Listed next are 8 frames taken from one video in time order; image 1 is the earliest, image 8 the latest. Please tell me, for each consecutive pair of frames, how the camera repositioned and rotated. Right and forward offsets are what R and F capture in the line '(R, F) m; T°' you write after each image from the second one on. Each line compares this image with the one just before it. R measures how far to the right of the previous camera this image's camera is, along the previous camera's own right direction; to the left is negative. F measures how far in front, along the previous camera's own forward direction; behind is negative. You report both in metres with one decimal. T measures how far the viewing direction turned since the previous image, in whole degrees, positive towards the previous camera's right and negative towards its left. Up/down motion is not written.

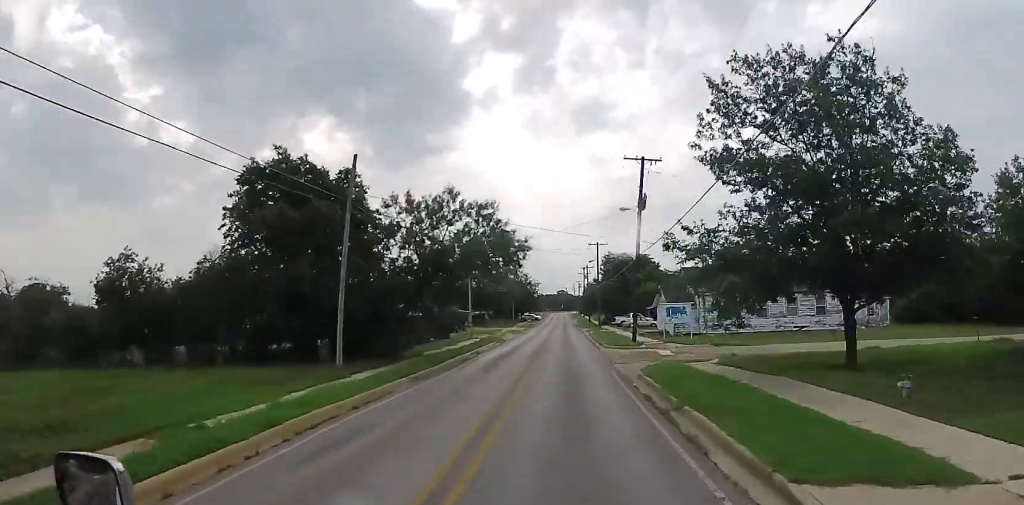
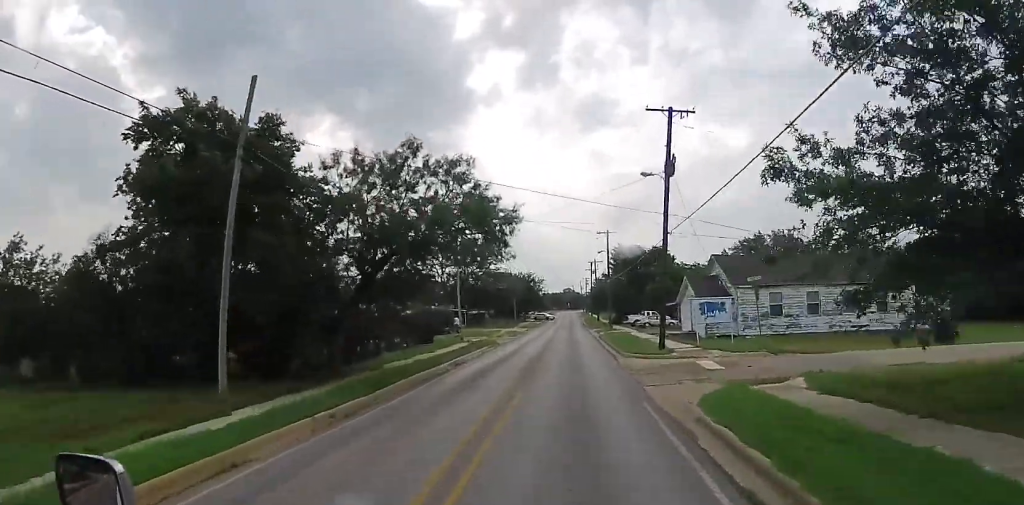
(-0.1, +9.9) m; +1°
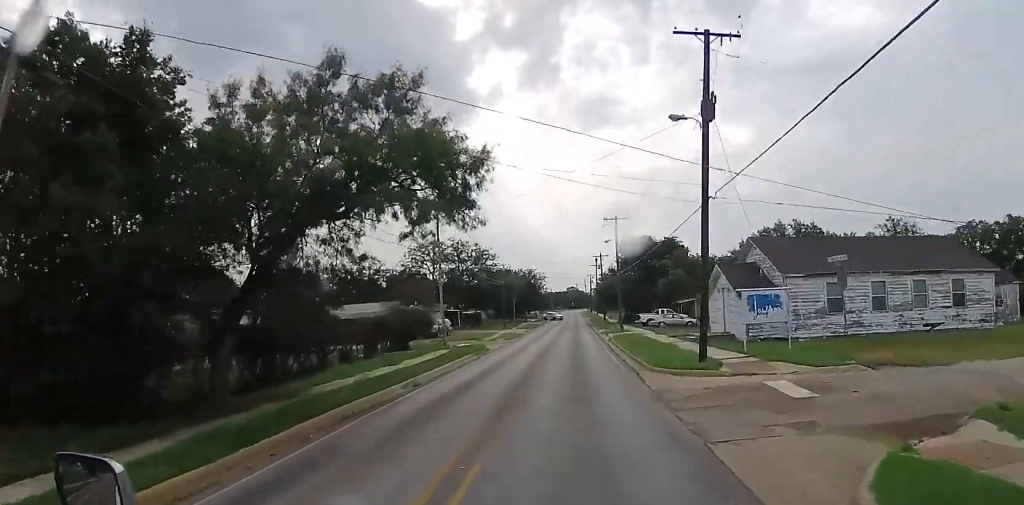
(+0.3, +9.0) m; 0°
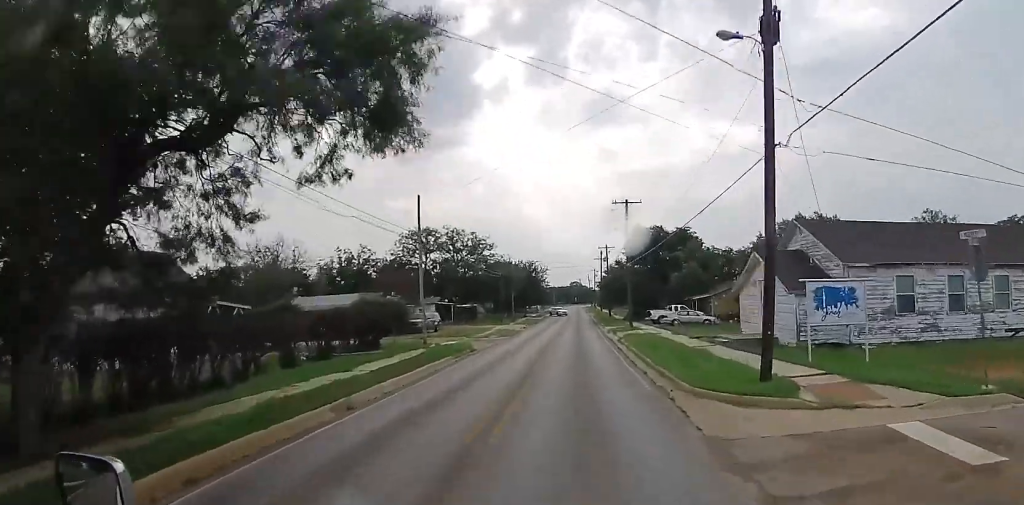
(+0.2, +7.1) m; 0°
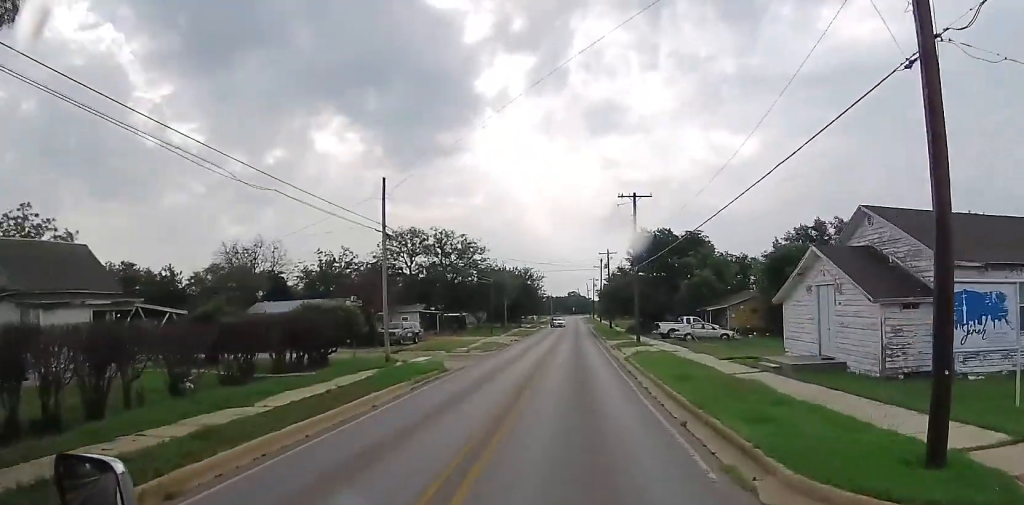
(-0.3, +7.5) m; -1°
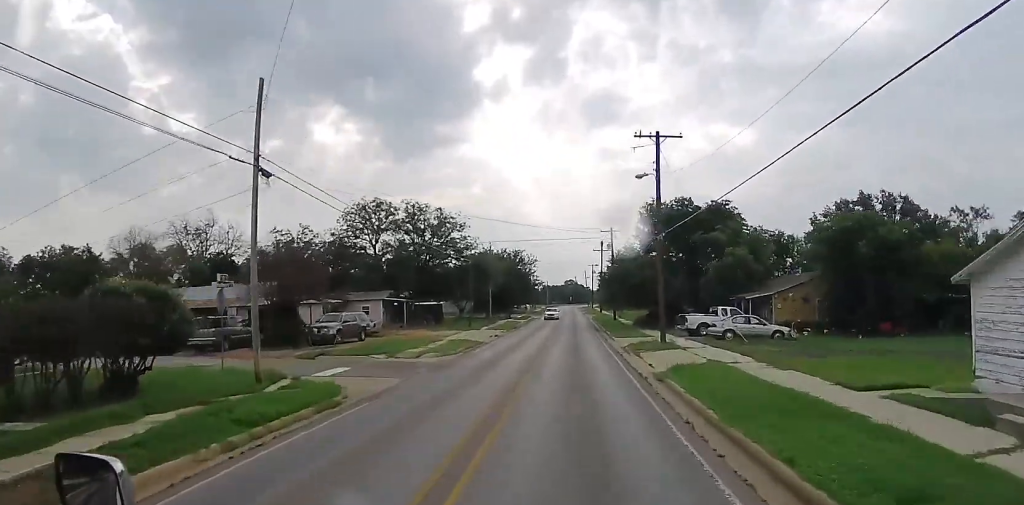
(-0.2, +13.7) m; -1°
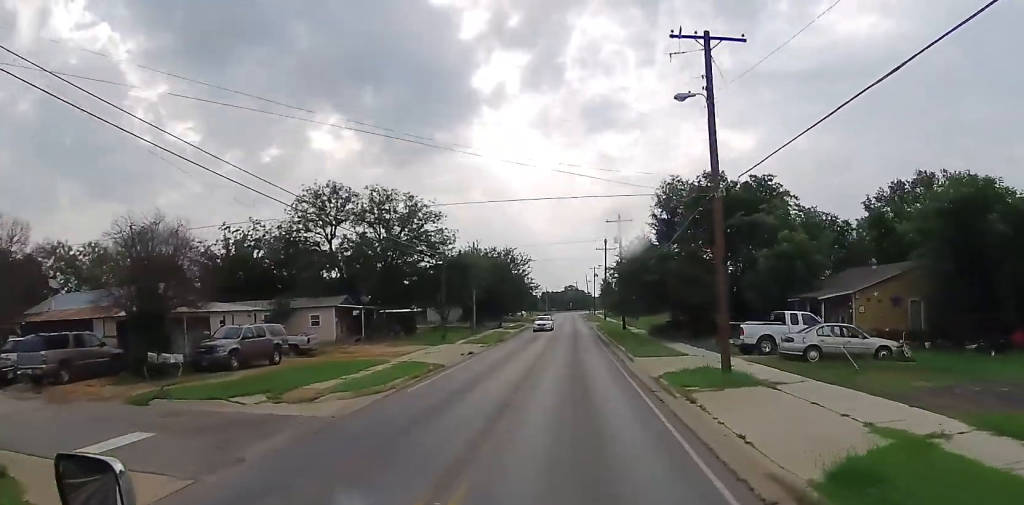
(0.0, +12.7) m; +2°
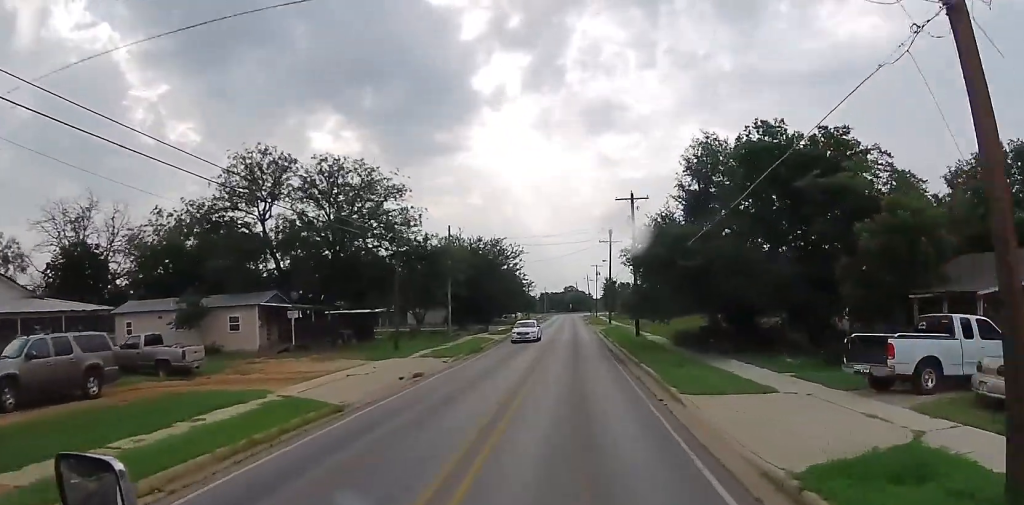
(+0.3, +12.5) m; +2°
